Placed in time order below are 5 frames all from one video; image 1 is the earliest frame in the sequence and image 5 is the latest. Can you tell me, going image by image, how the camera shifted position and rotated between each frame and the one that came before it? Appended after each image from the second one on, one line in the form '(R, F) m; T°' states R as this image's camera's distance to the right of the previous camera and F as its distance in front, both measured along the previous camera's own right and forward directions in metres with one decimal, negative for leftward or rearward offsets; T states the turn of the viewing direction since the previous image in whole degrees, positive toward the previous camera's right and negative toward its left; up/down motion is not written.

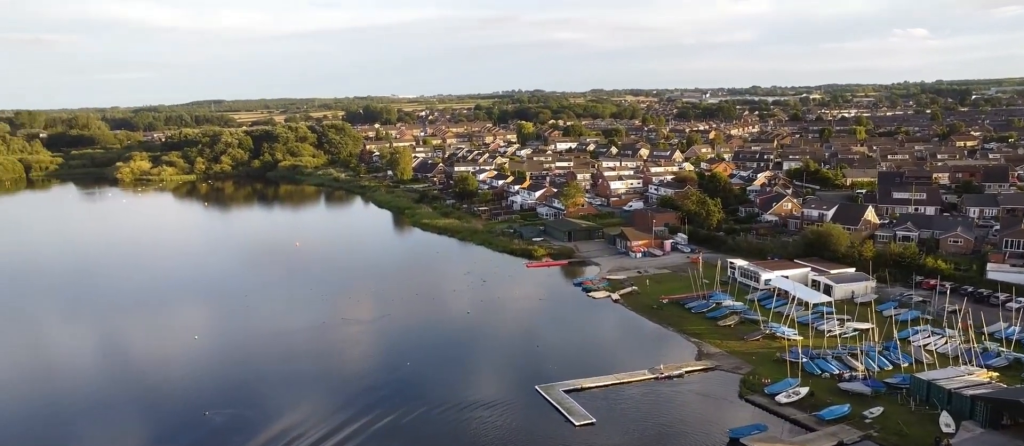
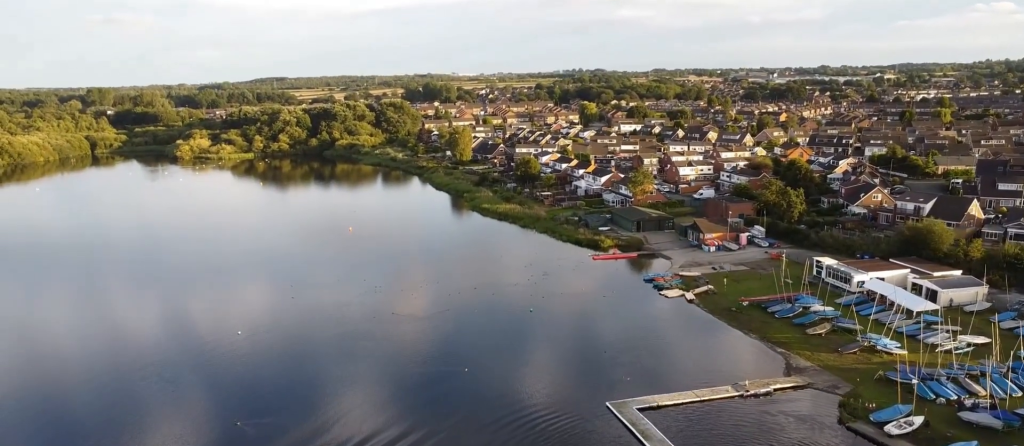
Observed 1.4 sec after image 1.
(-0.8, +10.7) m; -6°
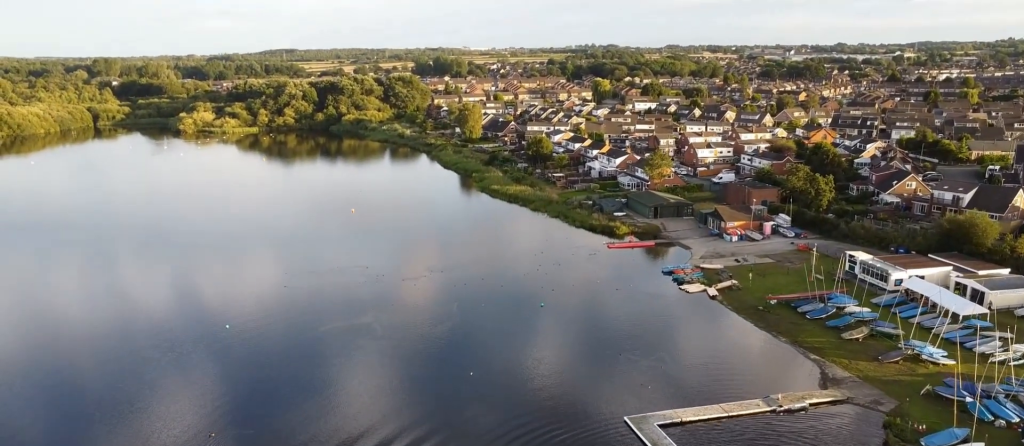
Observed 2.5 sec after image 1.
(+0.1, +8.9) m; +3°
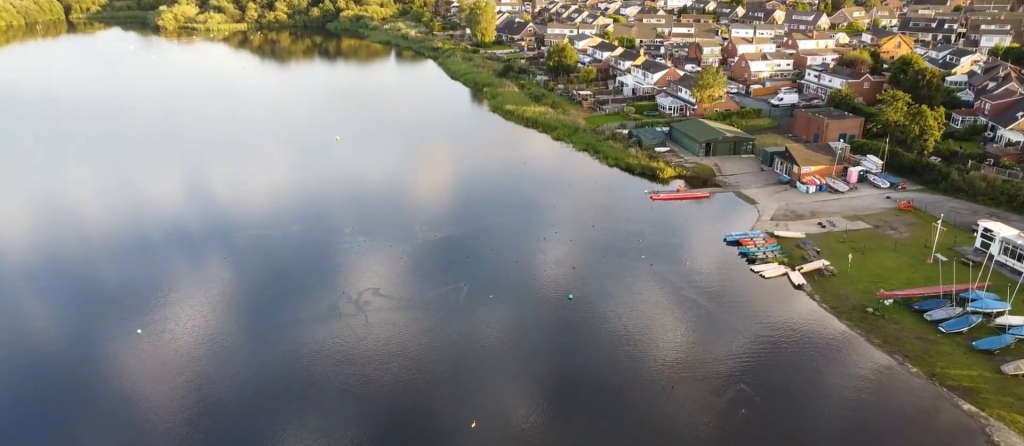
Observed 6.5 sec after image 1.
(+0.6, +32.1) m; 0°
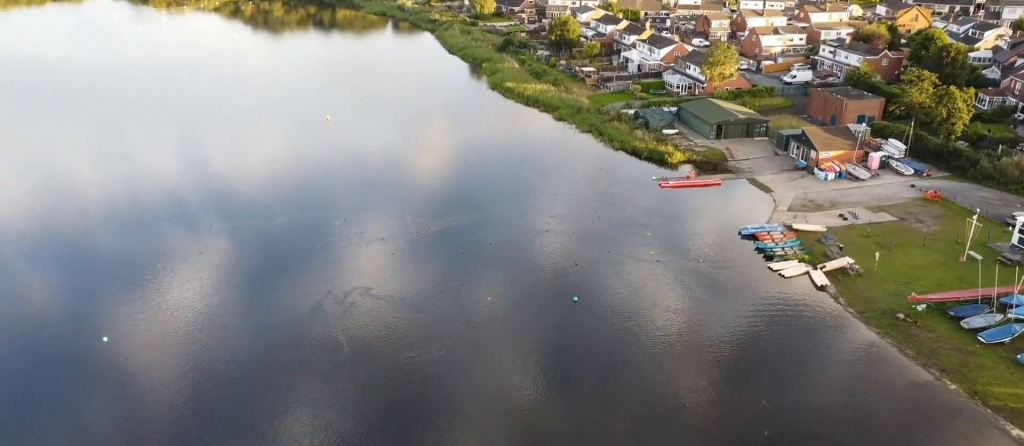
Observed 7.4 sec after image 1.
(-0.1, +7.2) m; 0°
